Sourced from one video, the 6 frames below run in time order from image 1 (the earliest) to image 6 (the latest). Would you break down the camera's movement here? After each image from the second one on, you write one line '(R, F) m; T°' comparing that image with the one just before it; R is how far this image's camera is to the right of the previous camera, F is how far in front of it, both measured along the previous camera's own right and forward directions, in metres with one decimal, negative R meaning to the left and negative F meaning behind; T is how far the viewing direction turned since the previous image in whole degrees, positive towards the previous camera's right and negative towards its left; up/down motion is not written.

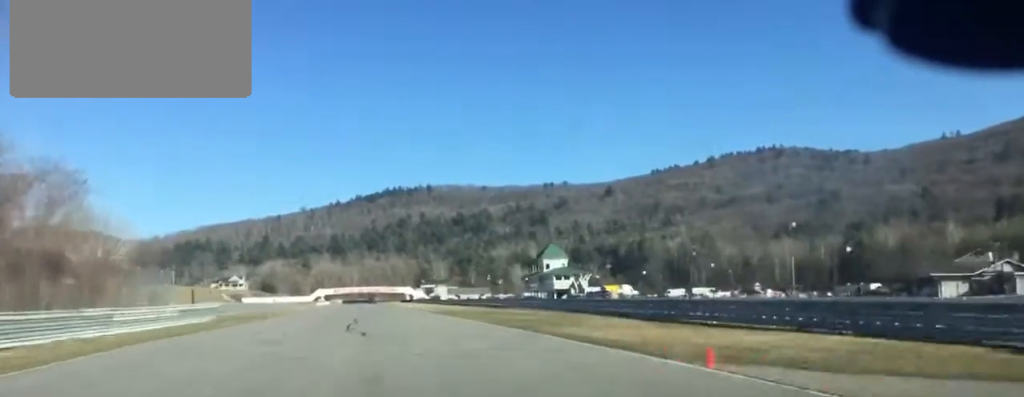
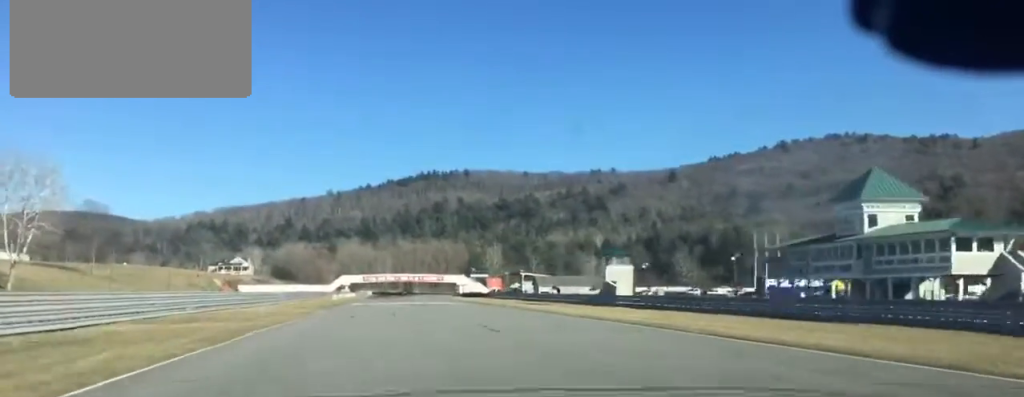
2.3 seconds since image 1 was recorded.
(-2.6, +107.2) m; -1°
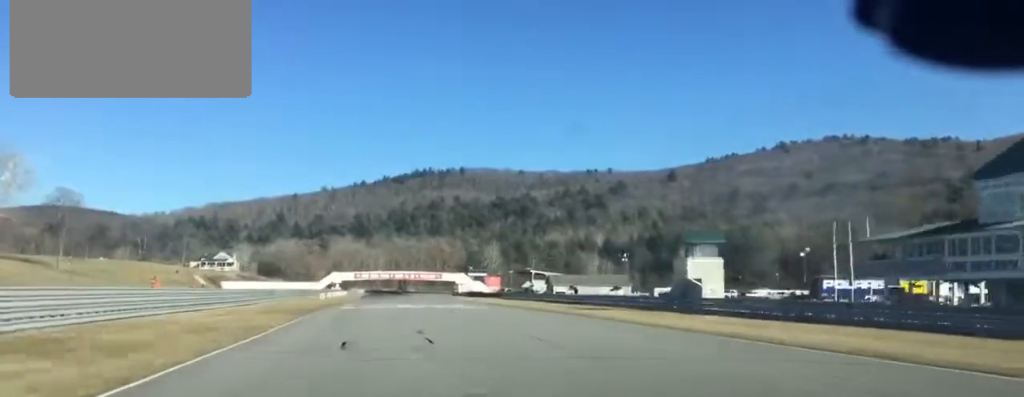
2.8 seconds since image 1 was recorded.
(0.0, +19.9) m; 0°
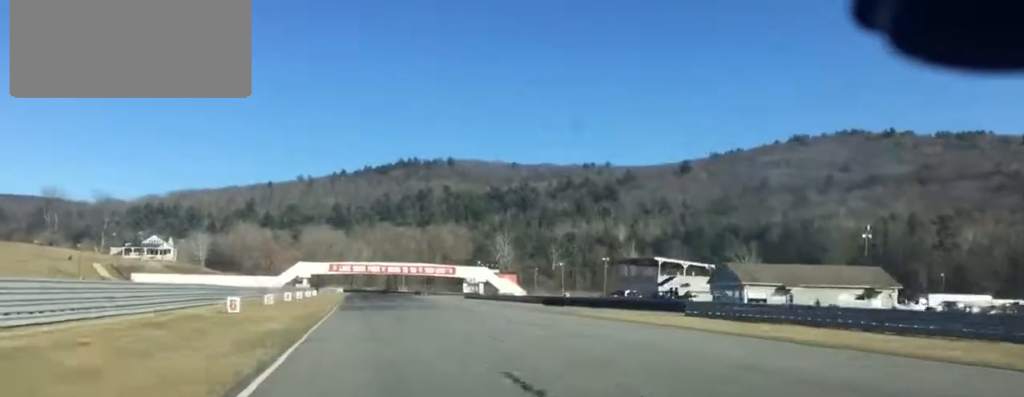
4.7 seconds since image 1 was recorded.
(+0.9, +85.0) m; +1°
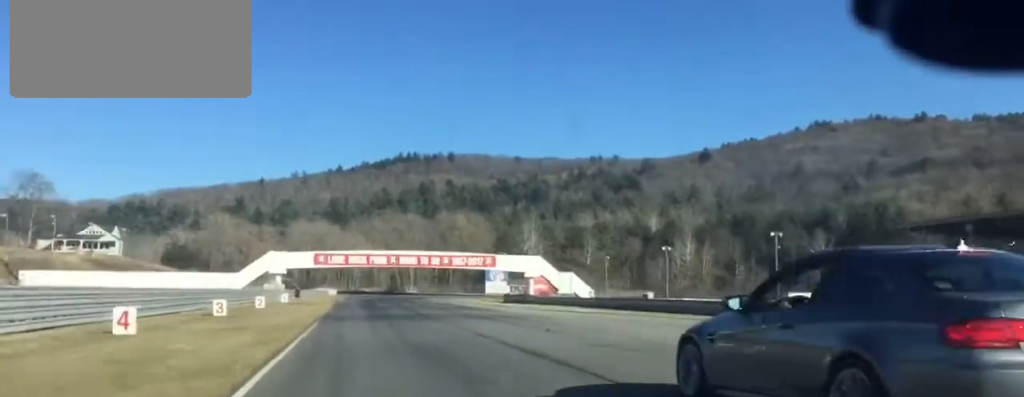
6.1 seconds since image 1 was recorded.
(+0.2, +61.2) m; +1°
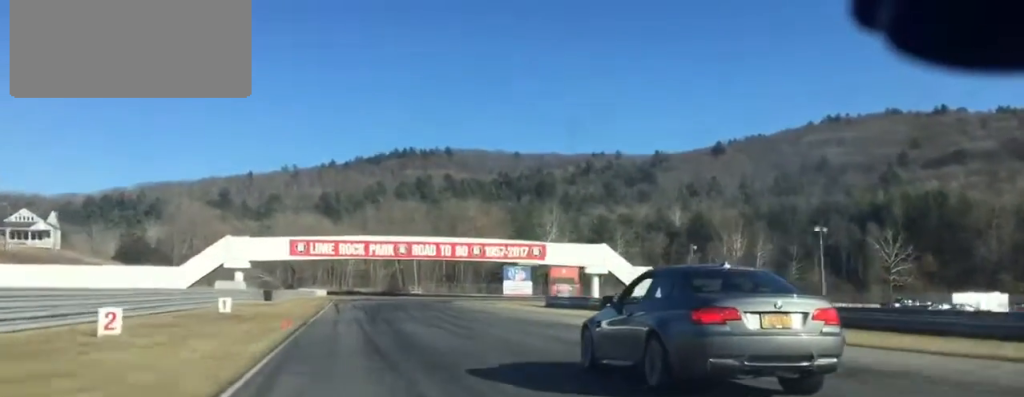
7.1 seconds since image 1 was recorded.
(+0.3, +38.8) m; 0°
